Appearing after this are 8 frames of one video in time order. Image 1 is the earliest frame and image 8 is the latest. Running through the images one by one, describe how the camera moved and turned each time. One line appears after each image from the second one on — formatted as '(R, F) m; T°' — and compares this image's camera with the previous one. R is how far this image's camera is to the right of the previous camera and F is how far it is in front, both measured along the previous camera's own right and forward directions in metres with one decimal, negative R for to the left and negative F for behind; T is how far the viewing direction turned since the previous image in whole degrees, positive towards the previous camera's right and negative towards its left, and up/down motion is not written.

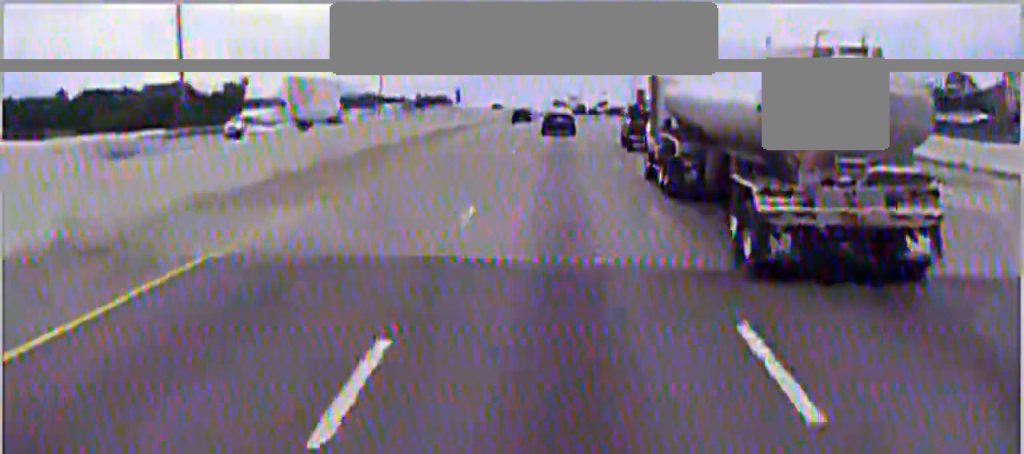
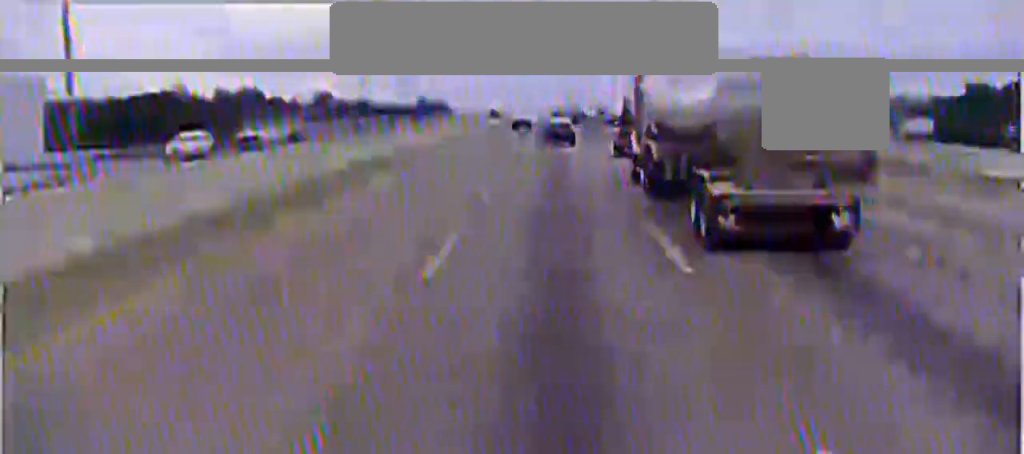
(0.0, +28.1) m; 0°
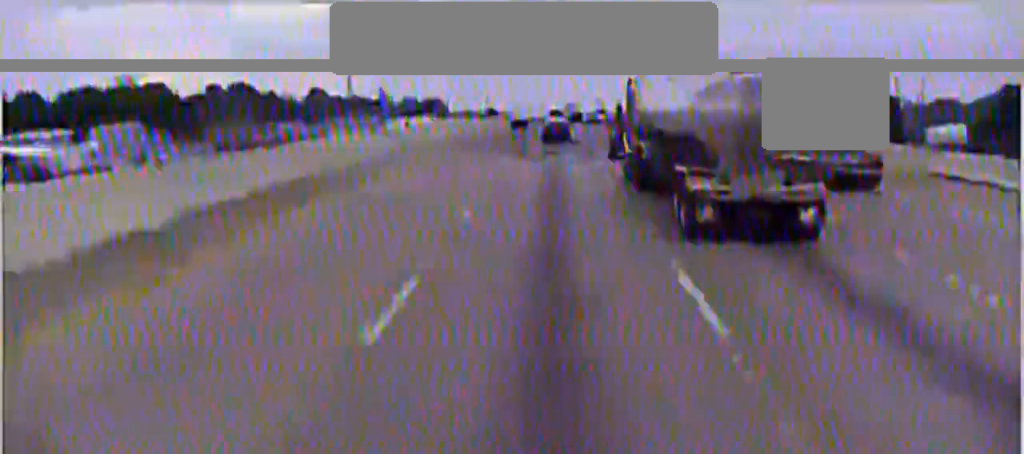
(+0.1, +16.3) m; 0°
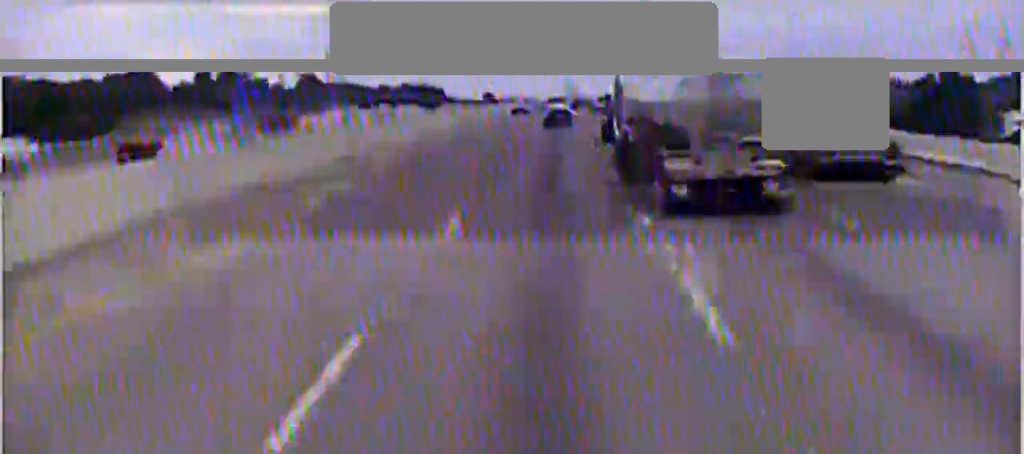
(+0.1, +28.0) m; 0°
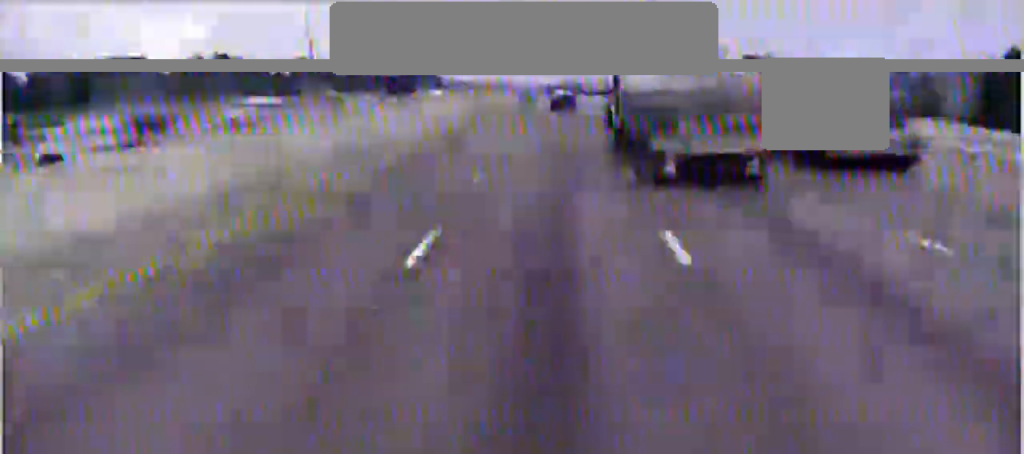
(0.0, +17.2) m; 0°
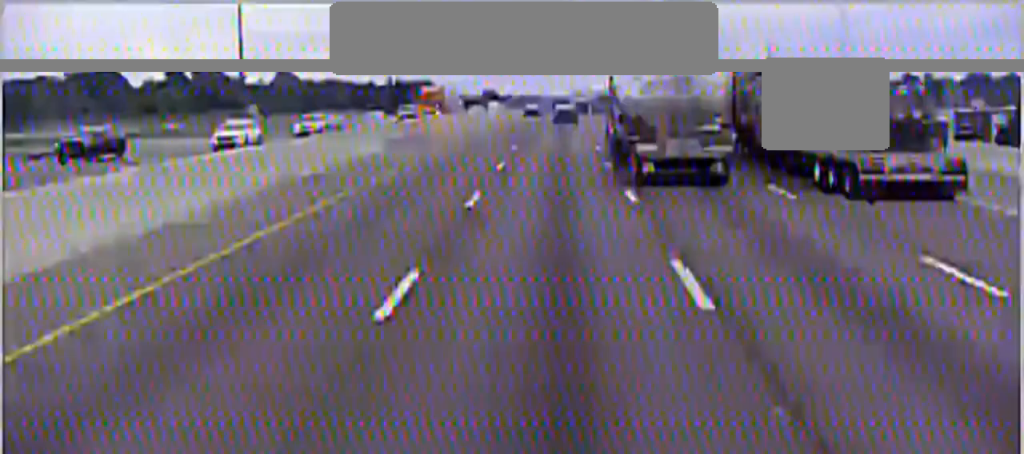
(-0.2, +49.7) m; 0°
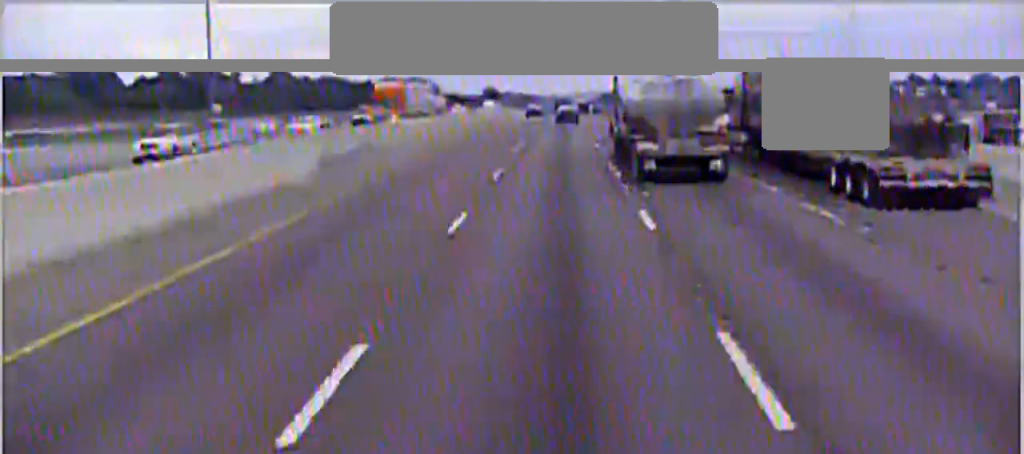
(-0.1, +16.3) m; 0°
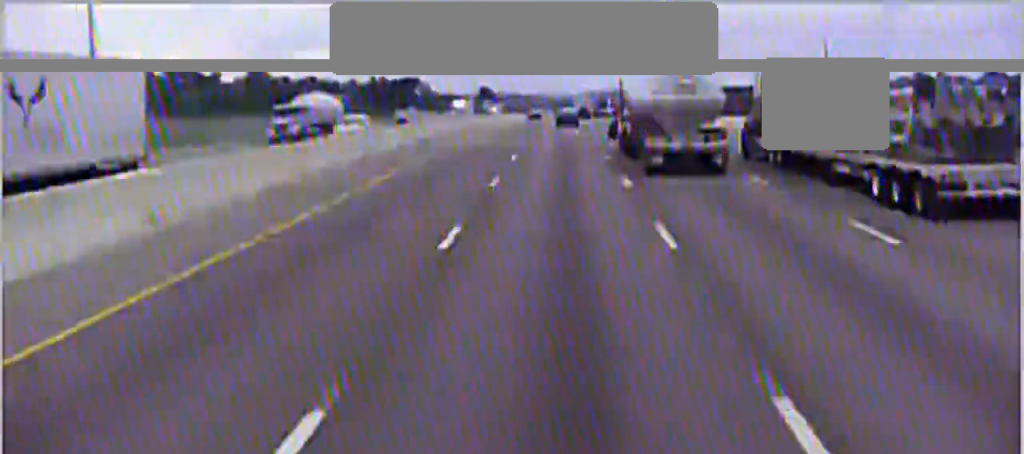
(+0.1, +37.5) m; 0°
